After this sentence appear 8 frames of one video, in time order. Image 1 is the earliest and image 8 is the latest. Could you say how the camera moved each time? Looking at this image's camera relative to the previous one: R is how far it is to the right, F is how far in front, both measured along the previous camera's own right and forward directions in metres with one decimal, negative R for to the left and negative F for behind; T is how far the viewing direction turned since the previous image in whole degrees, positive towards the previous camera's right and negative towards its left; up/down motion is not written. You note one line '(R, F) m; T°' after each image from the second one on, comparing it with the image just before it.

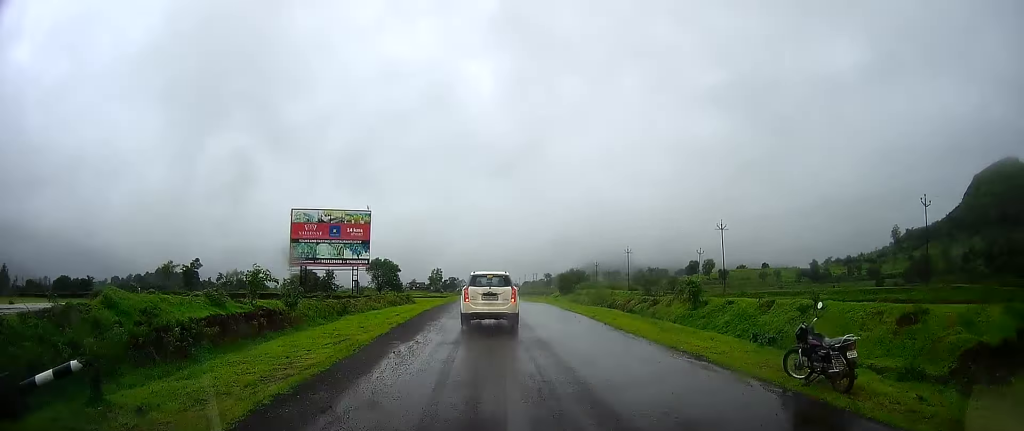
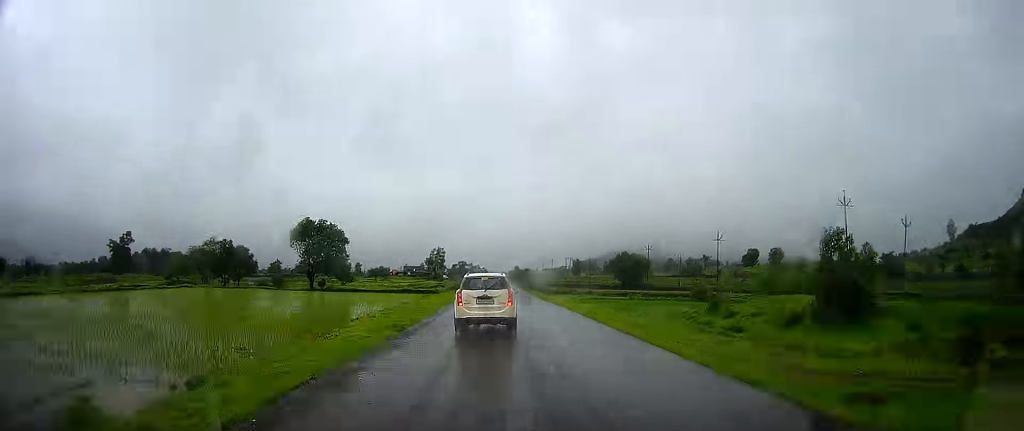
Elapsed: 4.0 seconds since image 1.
(-0.1, +67.1) m; 0°
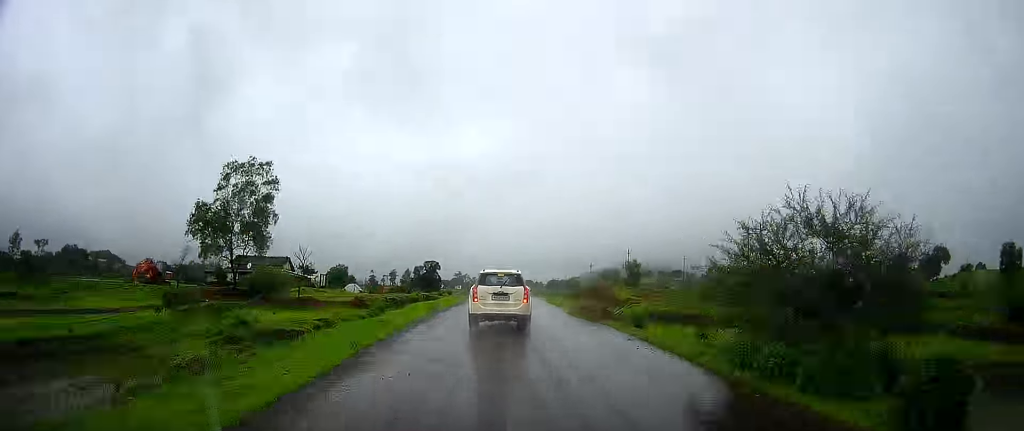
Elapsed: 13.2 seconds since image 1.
(+1.1, +156.9) m; +1°
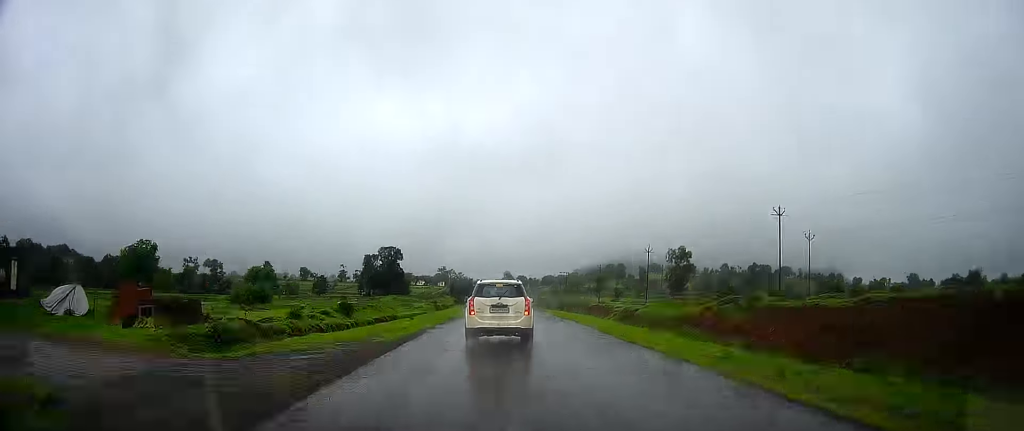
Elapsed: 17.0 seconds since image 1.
(+0.6, +65.7) m; 0°
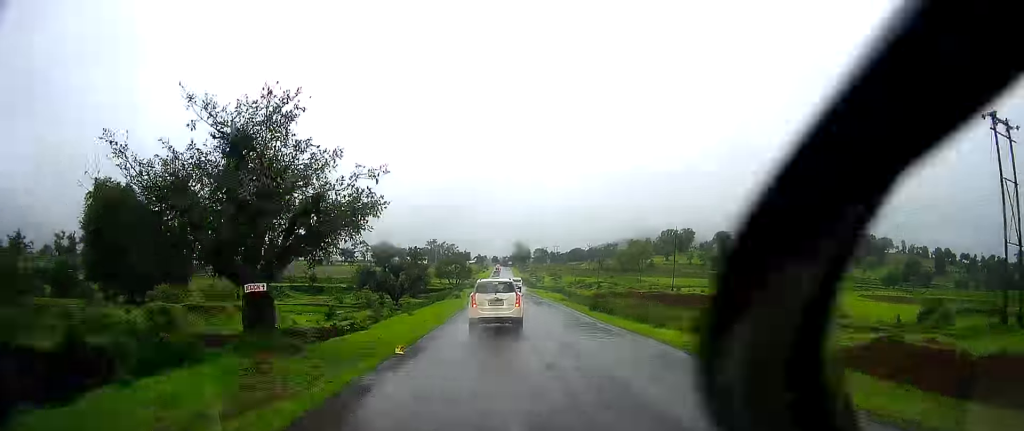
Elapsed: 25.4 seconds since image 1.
(+0.4, +144.3) m; 0°
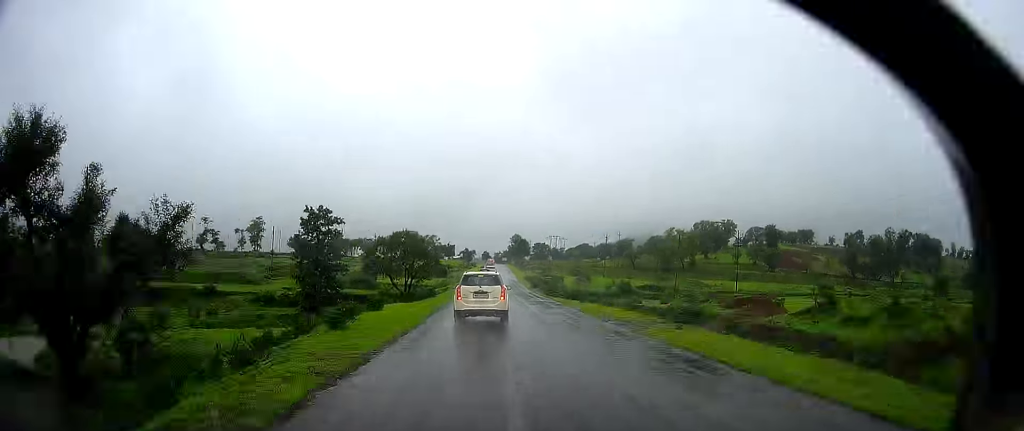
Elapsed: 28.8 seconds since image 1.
(0.0, +56.3) m; 0°
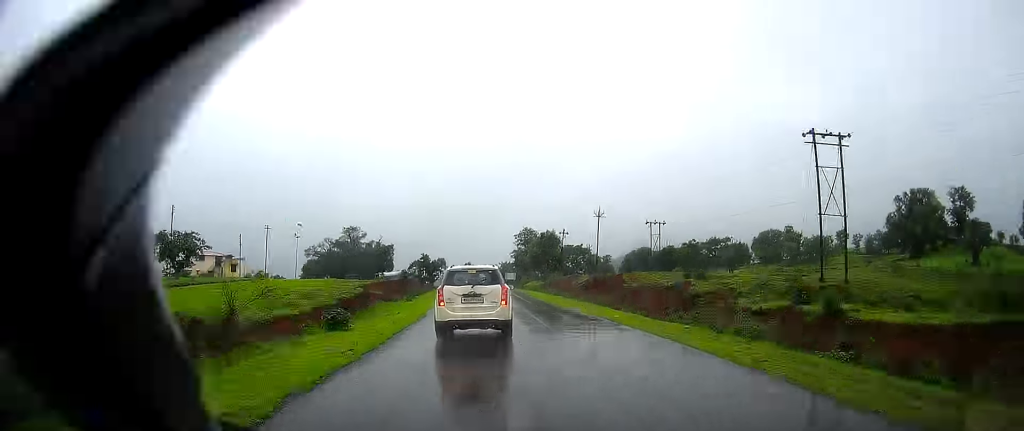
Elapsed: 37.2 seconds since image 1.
(+0.6, +124.1) m; 0°
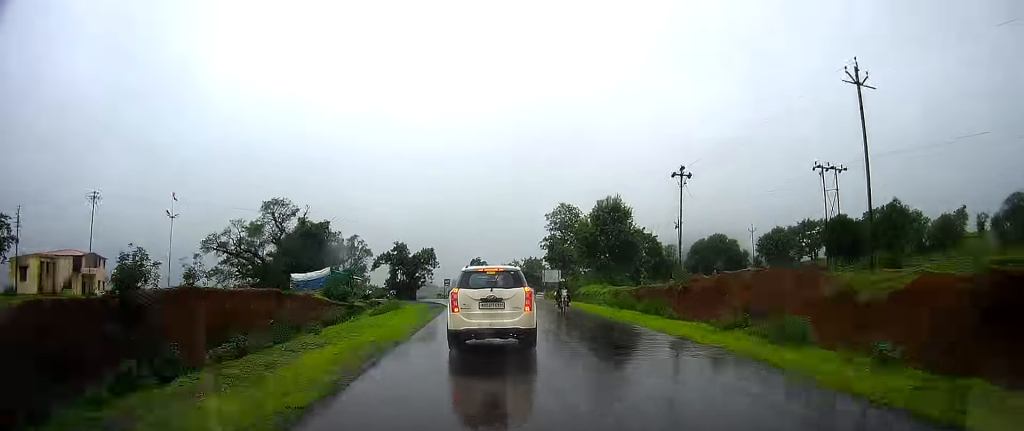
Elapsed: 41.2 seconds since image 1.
(-0.4, +49.9) m; +1°
